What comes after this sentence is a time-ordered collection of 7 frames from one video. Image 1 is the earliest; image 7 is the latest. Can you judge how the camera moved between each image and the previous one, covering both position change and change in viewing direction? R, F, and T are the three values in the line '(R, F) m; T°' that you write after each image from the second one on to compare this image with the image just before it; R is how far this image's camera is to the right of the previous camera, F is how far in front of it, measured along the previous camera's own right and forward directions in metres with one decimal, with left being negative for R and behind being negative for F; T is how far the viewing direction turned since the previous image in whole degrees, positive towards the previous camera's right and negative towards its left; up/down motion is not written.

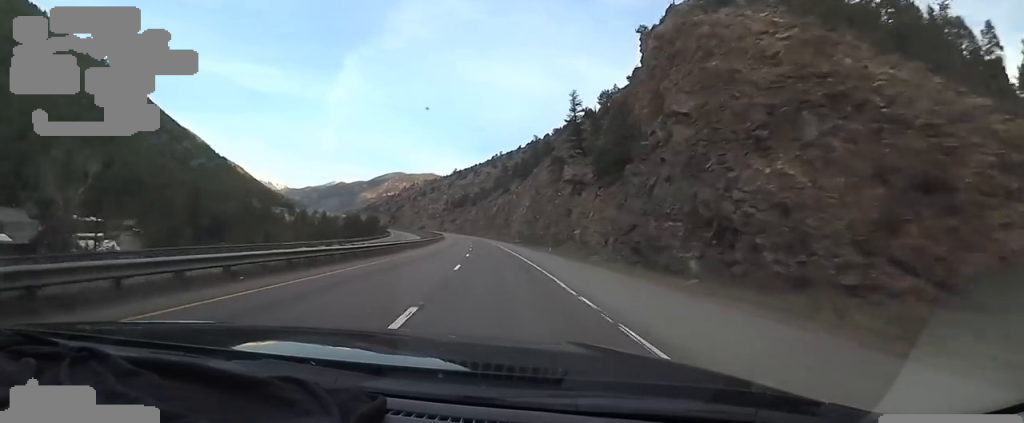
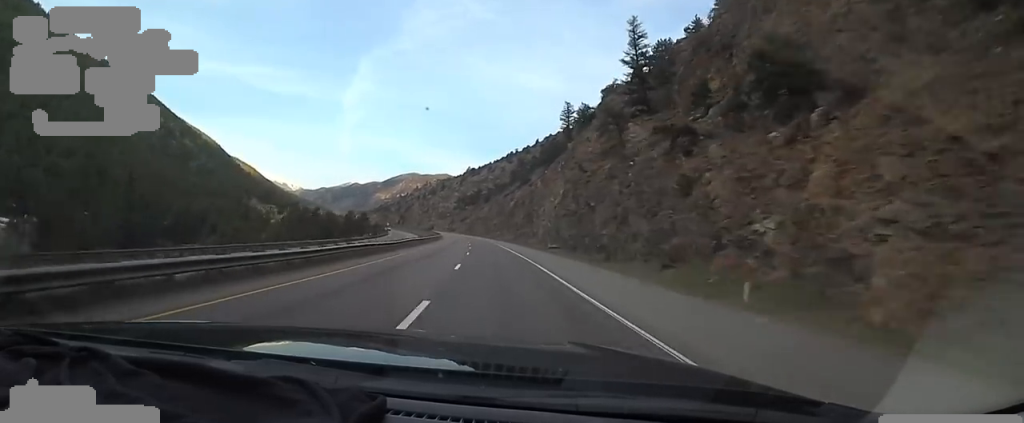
(+0.4, +36.7) m; 0°
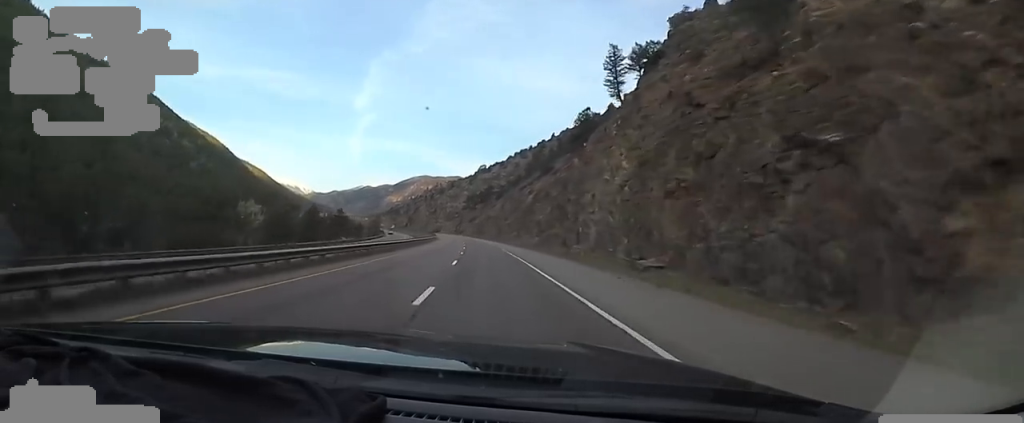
(-1.0, +33.5) m; -2°
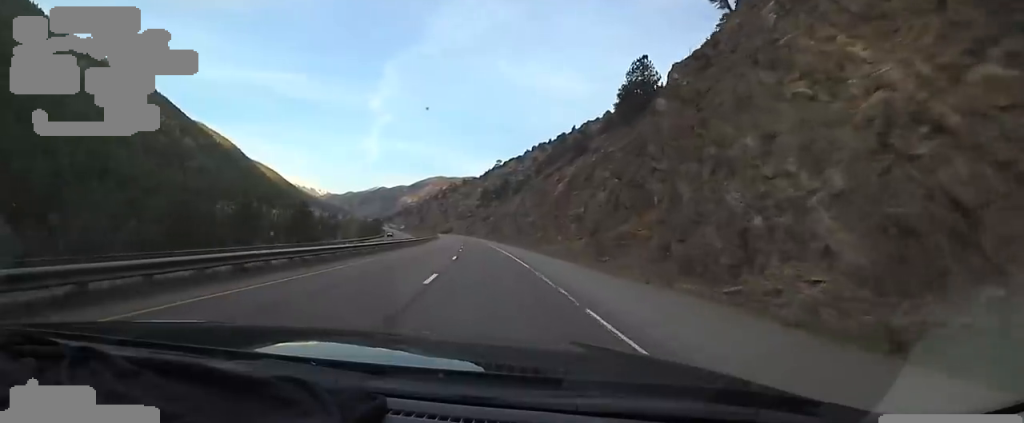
(-0.2, +31.4) m; -3°
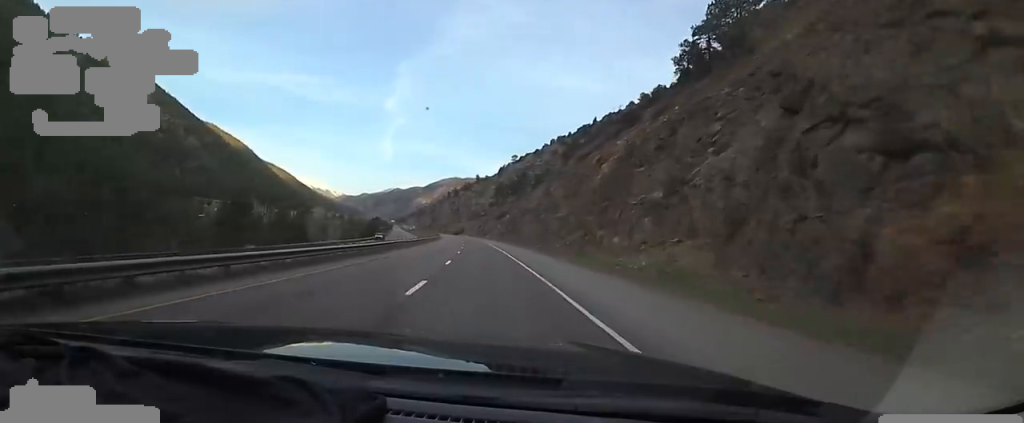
(-1.4, +27.1) m; -2°
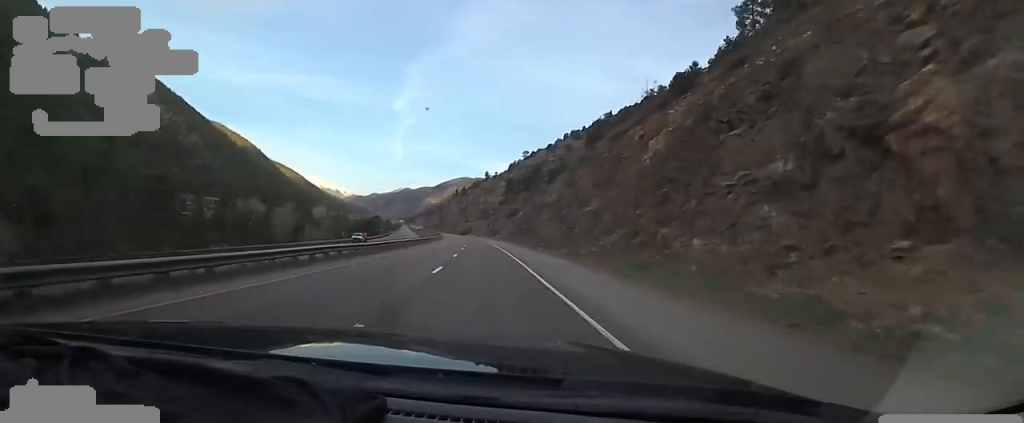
(-0.2, +17.8) m; -1°
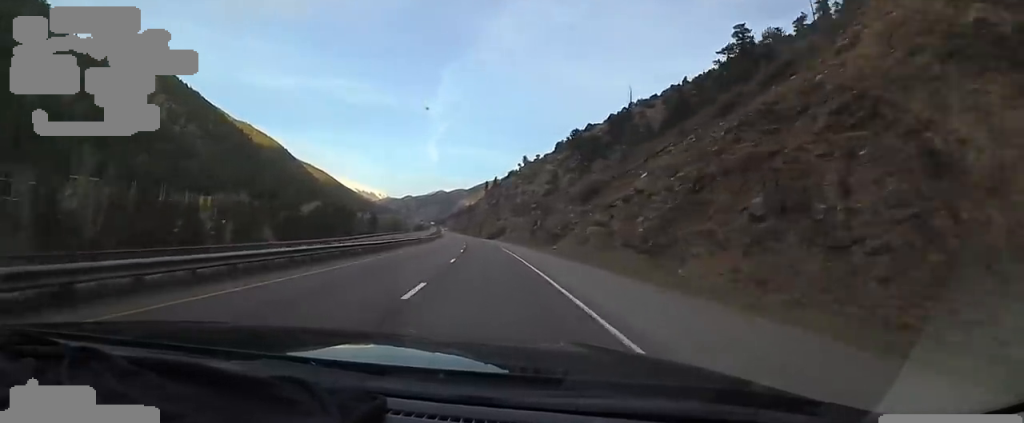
(-2.9, +79.7) m; -3°
